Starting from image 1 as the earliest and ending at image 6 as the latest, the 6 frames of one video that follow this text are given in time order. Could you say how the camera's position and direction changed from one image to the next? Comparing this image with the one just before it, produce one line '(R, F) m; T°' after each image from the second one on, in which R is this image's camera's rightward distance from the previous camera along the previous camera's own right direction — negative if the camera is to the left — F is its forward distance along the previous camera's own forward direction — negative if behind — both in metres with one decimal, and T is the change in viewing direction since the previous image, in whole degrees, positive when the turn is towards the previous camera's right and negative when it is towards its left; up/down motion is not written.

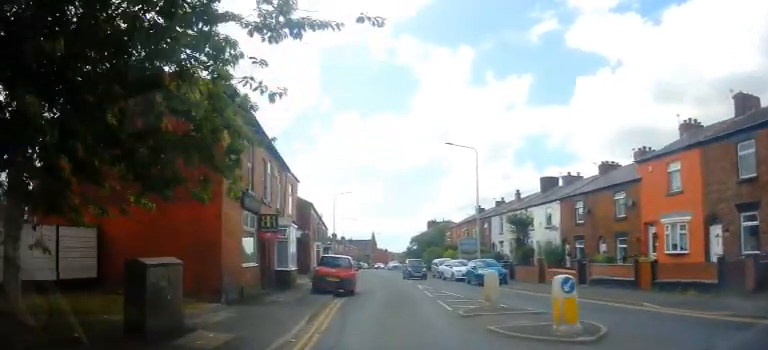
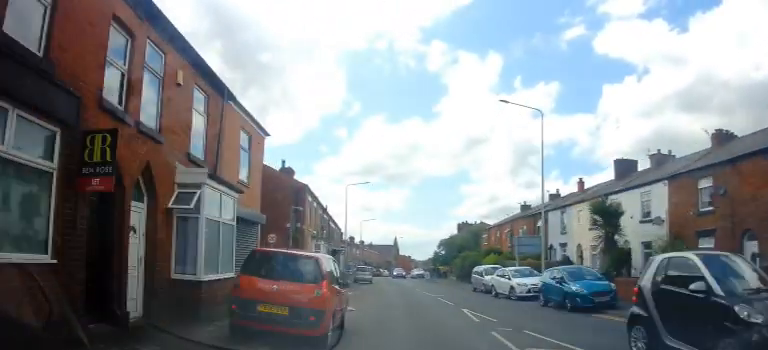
(-0.1, +10.8) m; -2°
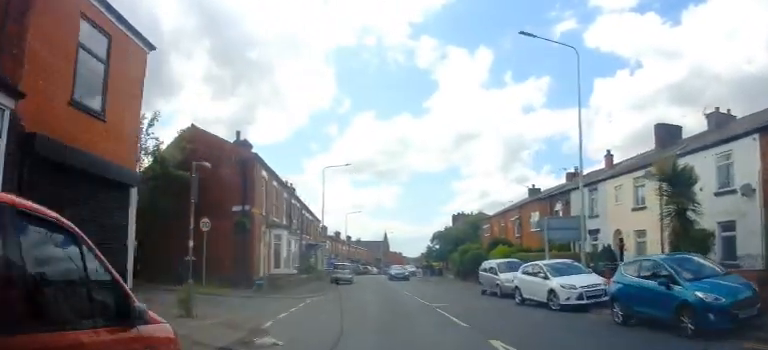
(0.0, +7.6) m; +1°
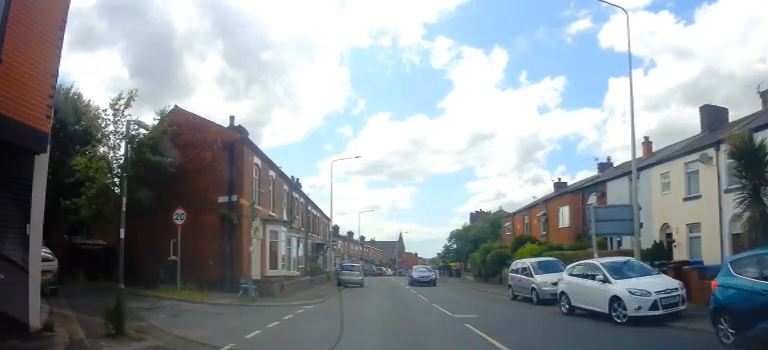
(+0.1, +3.4) m; -1°
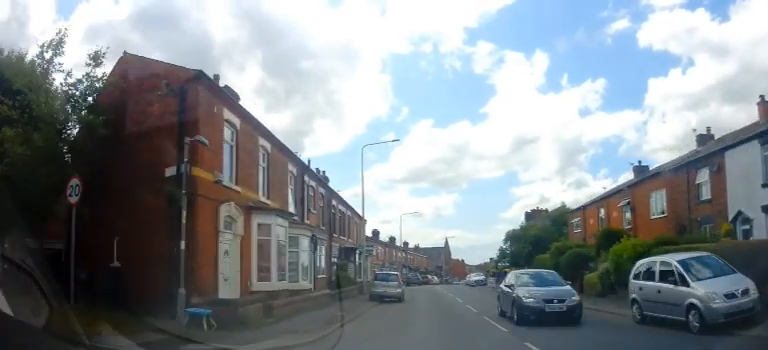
(-0.3, +7.4) m; -4°
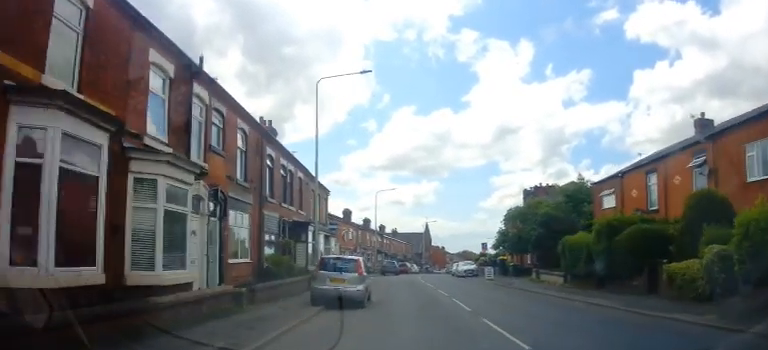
(0.0, +9.7) m; 0°
